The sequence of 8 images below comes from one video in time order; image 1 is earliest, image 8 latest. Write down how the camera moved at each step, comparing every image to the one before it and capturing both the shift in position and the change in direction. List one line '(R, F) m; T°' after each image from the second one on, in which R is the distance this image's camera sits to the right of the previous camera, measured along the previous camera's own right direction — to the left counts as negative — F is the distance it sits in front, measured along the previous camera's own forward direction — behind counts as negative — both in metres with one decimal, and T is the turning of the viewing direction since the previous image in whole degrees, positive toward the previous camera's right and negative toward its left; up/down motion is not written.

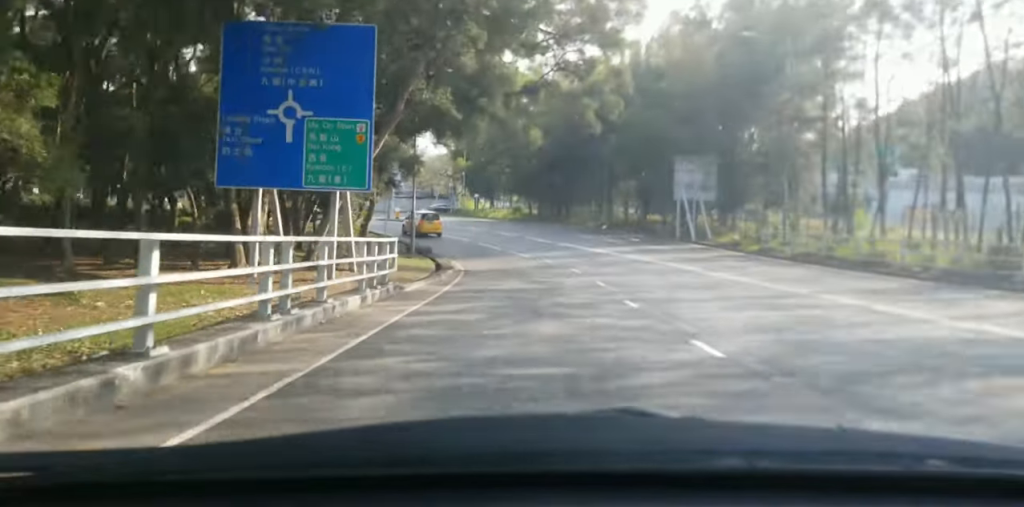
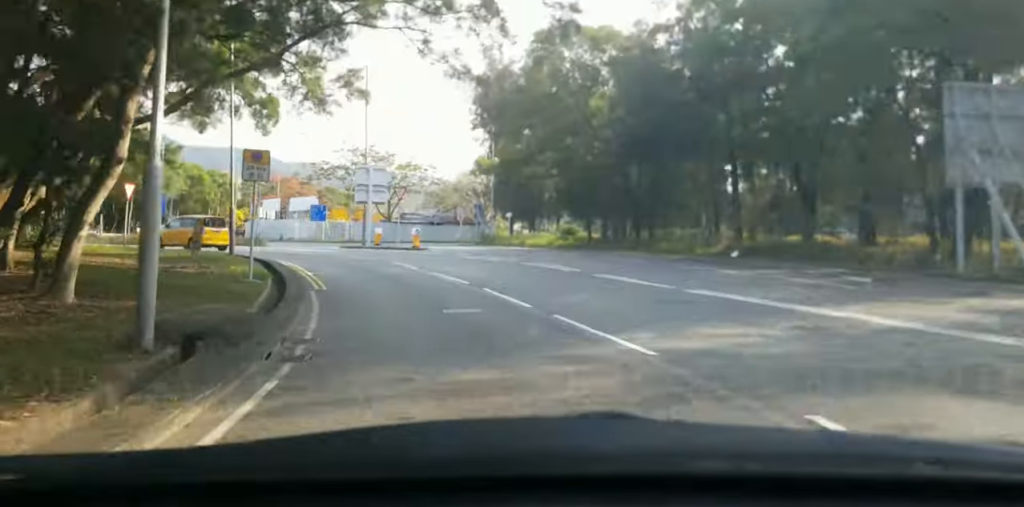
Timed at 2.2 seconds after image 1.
(-1.1, +28.1) m; -5°
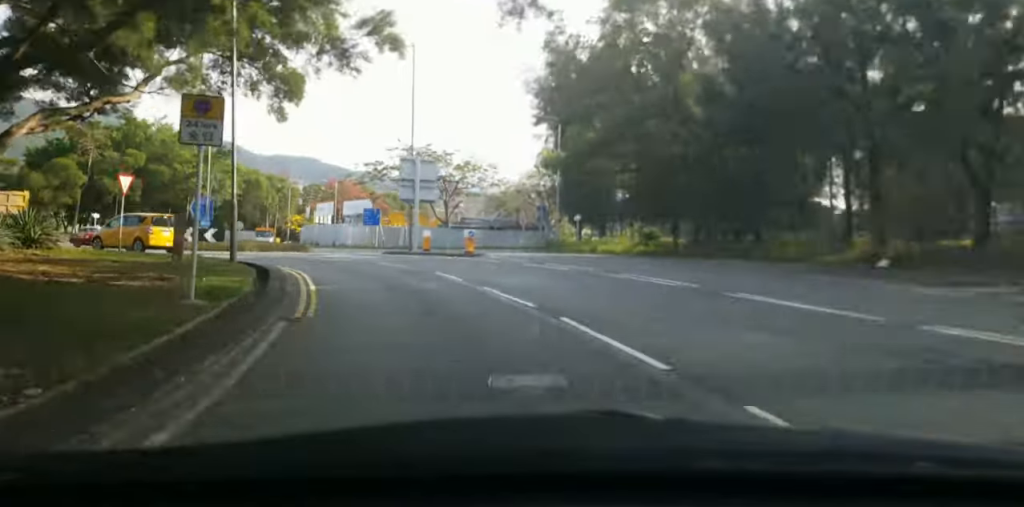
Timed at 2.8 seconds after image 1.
(-0.2, +7.0) m; -5°
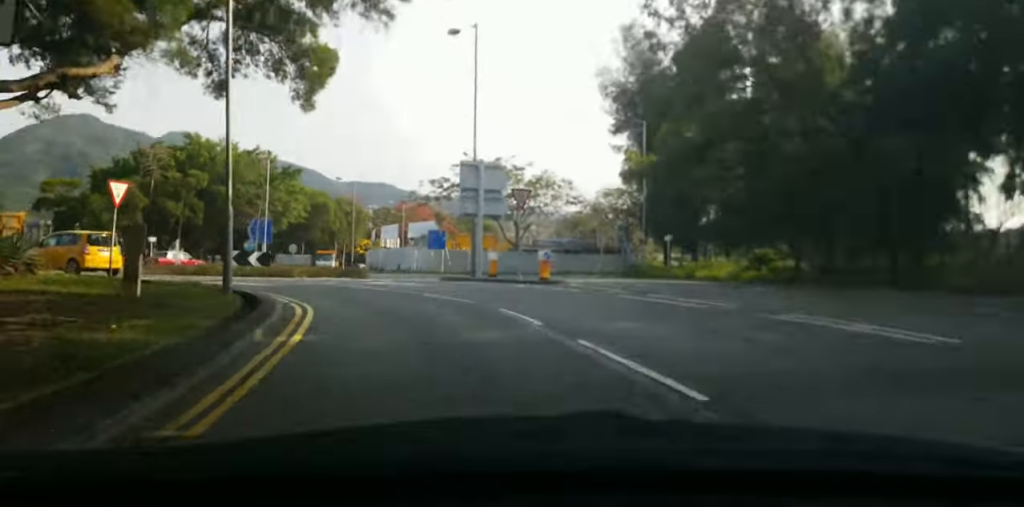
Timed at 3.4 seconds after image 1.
(+0.2, +6.8) m; -6°
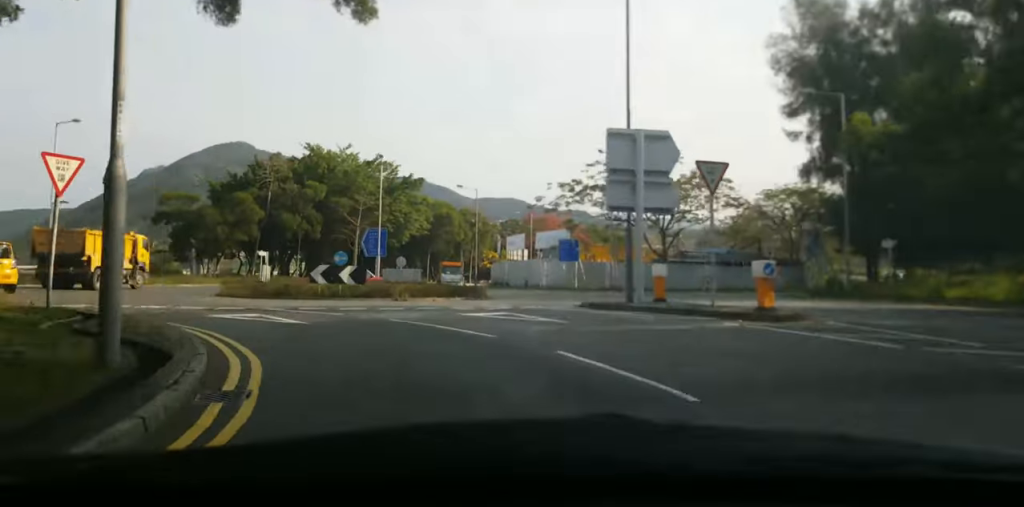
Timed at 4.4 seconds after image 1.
(-1.6, +10.2) m; -13°
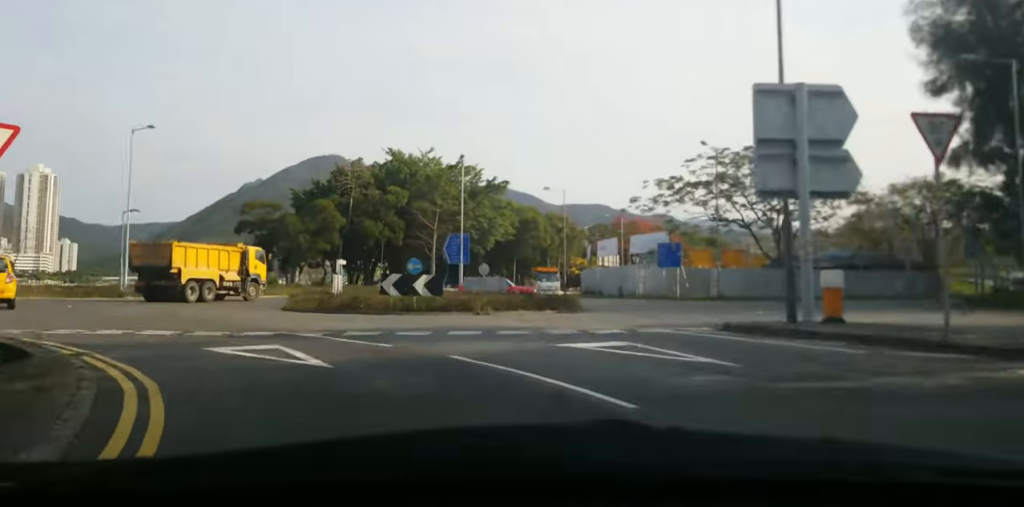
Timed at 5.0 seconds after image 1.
(-0.3, +5.2) m; -6°
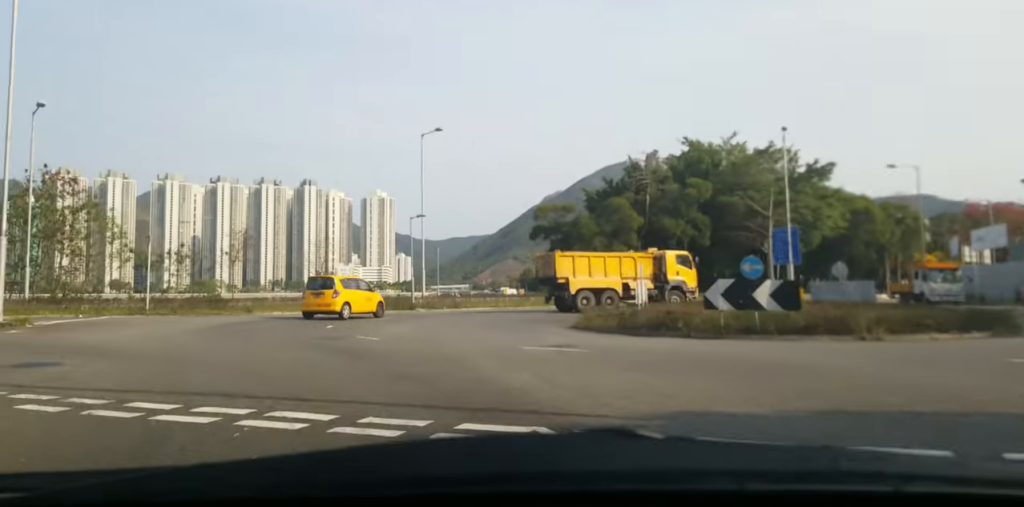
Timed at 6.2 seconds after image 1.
(-1.2, +10.8) m; -22°
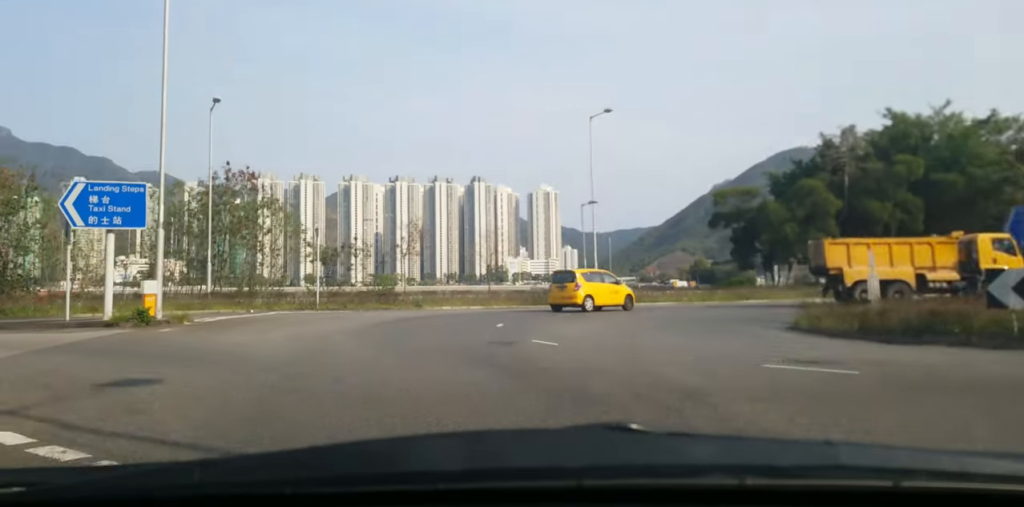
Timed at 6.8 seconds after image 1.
(-0.7, +3.9) m; -8°
